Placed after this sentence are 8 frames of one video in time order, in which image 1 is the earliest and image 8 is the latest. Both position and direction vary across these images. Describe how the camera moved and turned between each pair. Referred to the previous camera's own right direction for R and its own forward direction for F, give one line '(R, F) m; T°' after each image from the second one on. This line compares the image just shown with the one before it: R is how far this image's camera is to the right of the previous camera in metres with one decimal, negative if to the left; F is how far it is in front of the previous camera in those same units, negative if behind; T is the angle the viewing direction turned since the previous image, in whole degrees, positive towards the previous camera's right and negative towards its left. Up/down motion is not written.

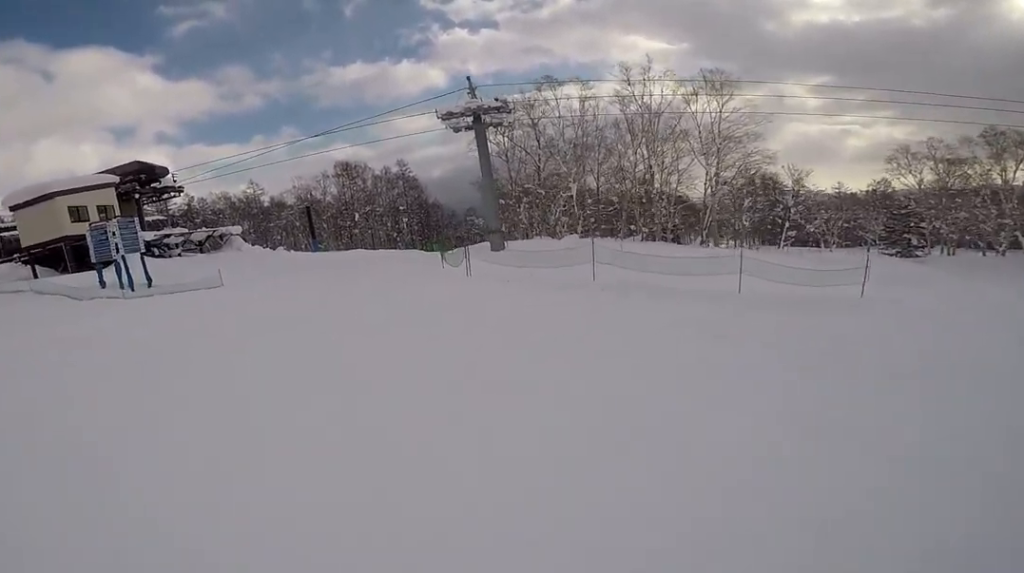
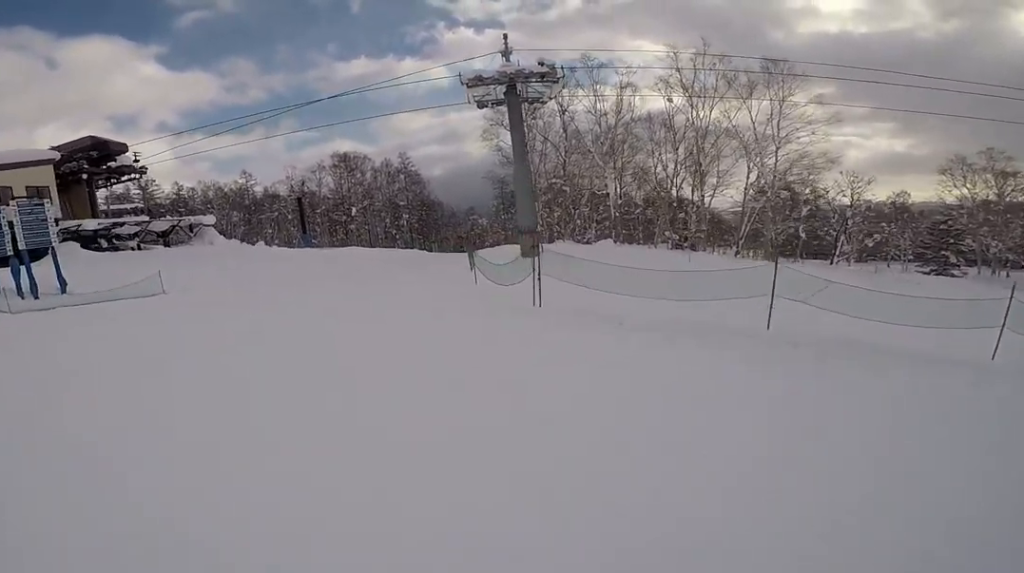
(-0.1, +6.2) m; +6°
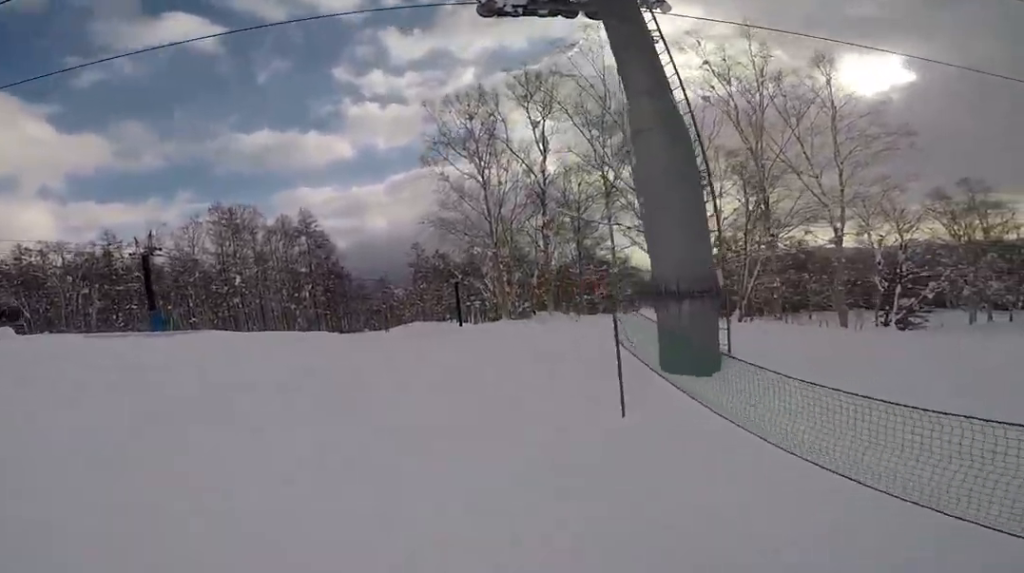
(+0.9, +16.8) m; -4°
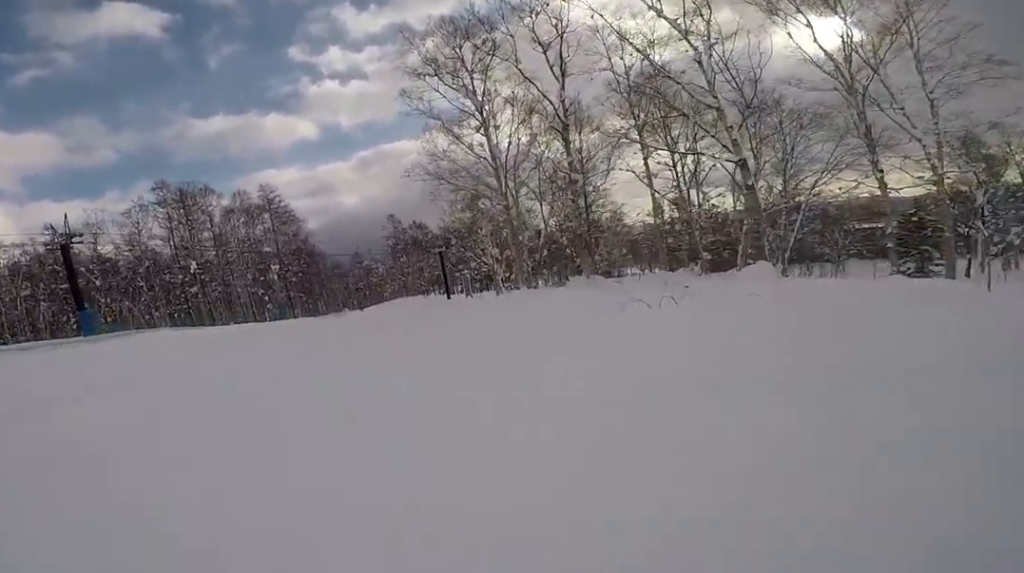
(+0.2, +6.7) m; +12°
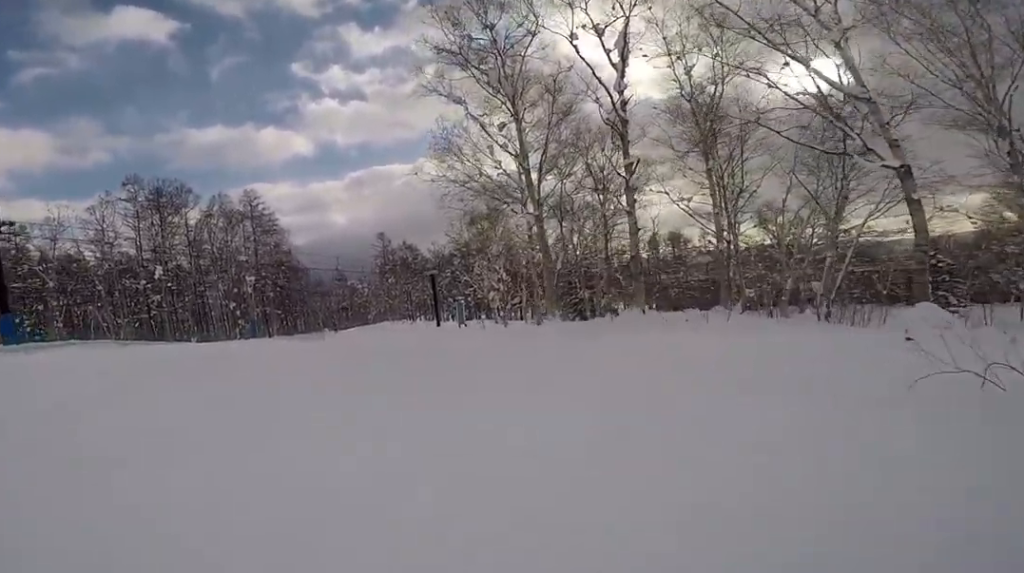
(+0.9, +5.5) m; +13°
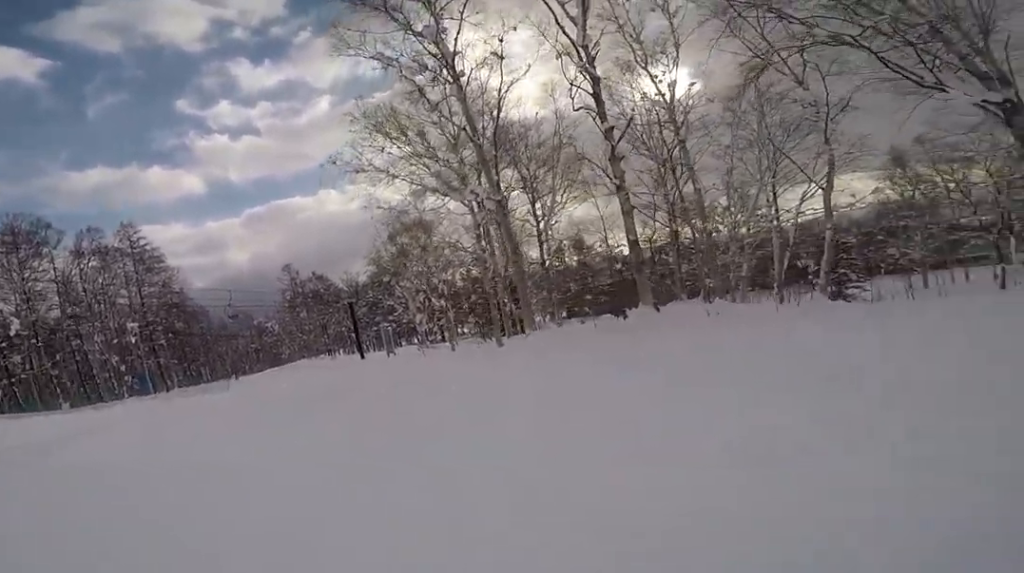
(+0.5, +5.6) m; -11°
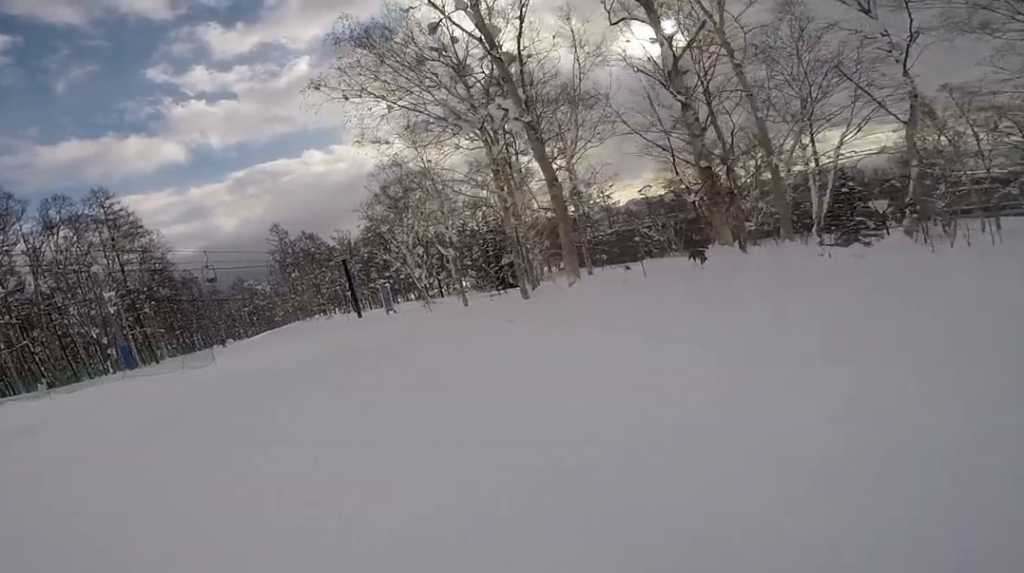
(-0.8, +2.9) m; -5°
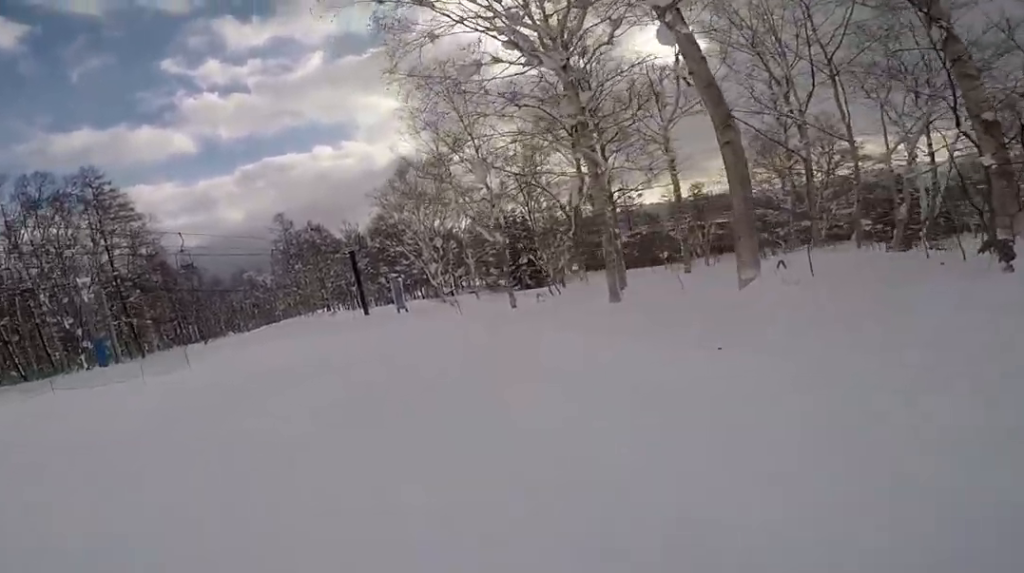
(-0.4, +4.9) m; +9°
